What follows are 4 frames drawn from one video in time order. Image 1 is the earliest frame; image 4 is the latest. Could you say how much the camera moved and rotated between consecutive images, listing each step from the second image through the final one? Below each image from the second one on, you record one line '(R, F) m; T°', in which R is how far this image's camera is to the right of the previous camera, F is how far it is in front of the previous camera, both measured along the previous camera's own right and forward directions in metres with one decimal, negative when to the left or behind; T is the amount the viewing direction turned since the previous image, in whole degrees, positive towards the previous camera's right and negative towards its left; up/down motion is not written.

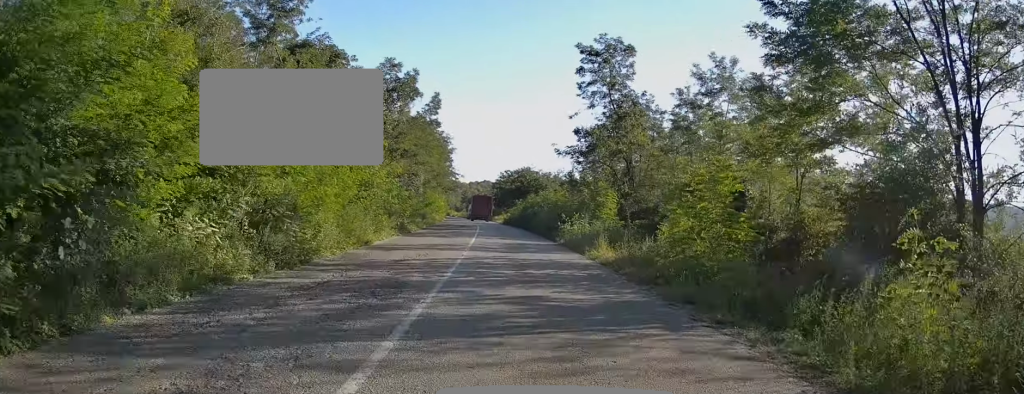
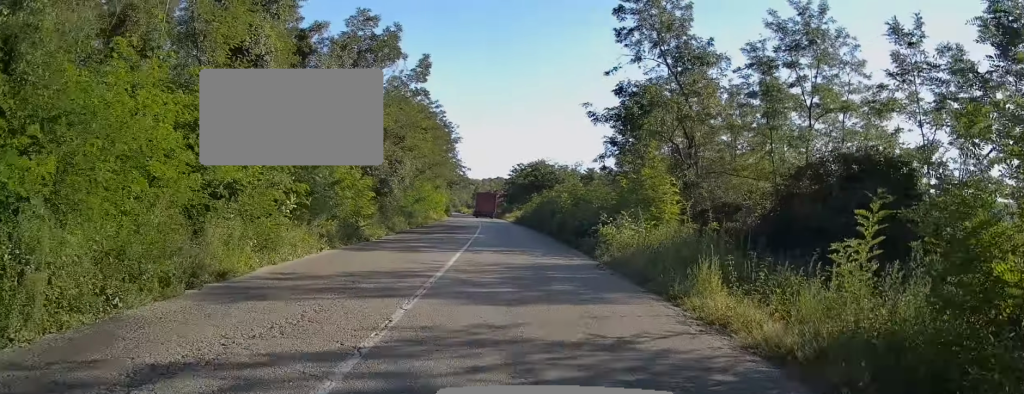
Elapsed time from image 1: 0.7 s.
(0.0, +10.0) m; -1°
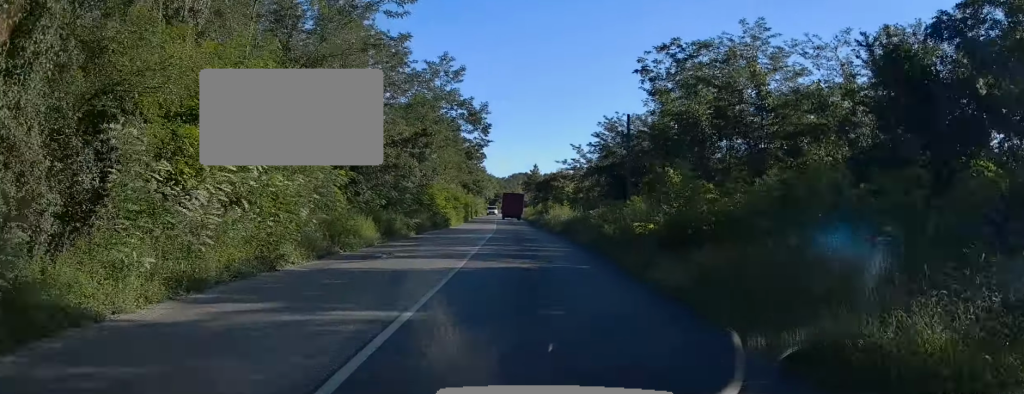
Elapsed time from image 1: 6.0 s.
(-5.1, +75.1) m; -5°
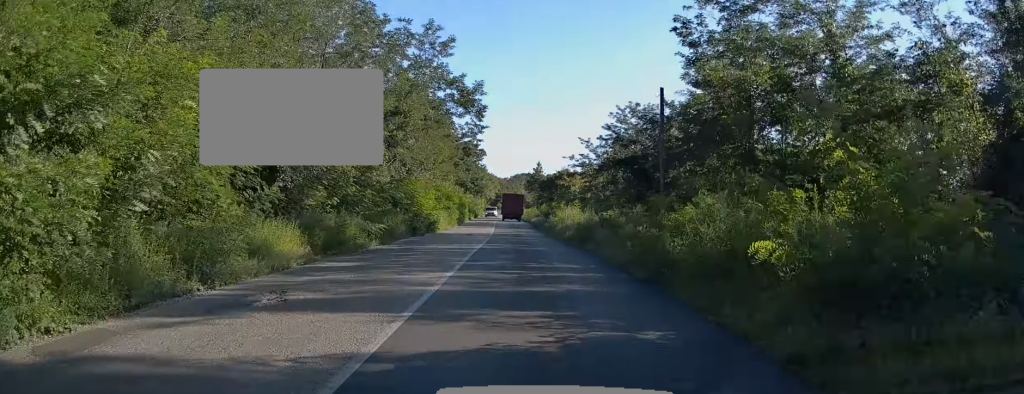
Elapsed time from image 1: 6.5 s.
(+0.1, +7.0) m; 0°
